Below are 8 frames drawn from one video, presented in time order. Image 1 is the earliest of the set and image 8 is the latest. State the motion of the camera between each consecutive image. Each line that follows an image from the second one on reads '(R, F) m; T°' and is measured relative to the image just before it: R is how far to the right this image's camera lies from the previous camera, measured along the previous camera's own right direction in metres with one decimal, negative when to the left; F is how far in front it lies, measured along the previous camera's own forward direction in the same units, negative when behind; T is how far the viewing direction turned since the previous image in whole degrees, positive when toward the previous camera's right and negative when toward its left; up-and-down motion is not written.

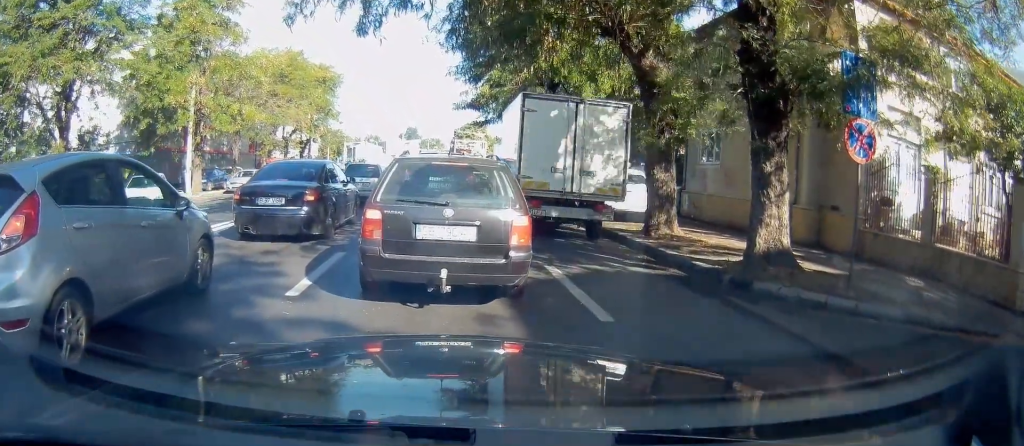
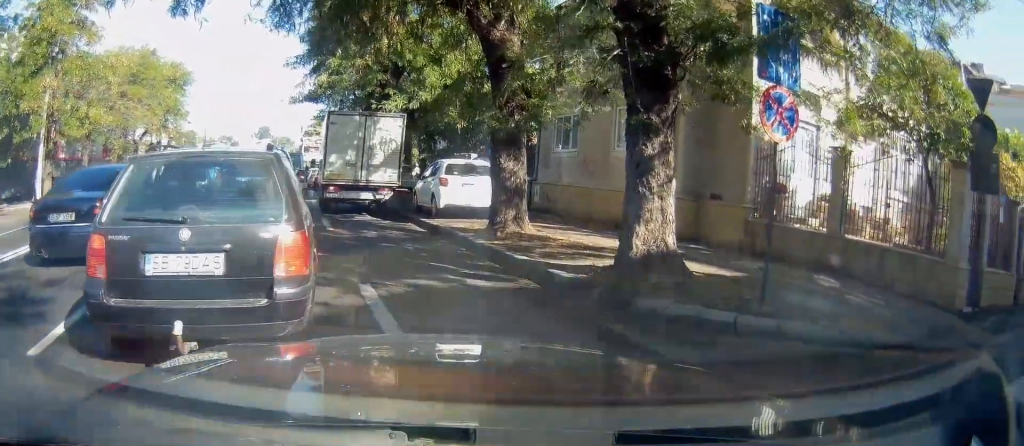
(+0.4, +1.1) m; 0°
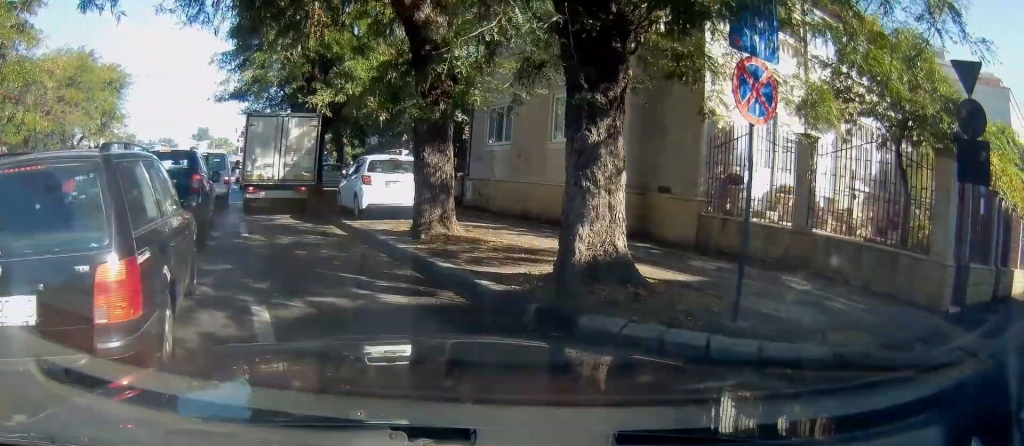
(+0.1, +0.6) m; 0°
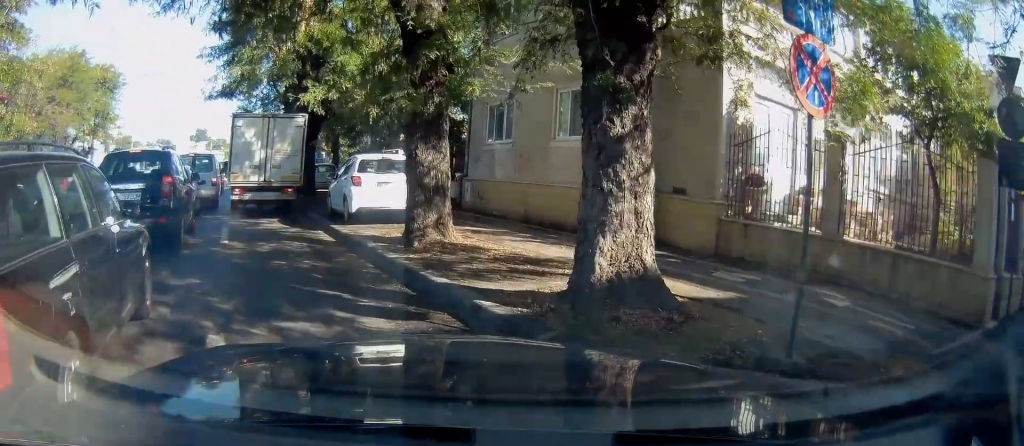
(+0.1, +0.5) m; 0°
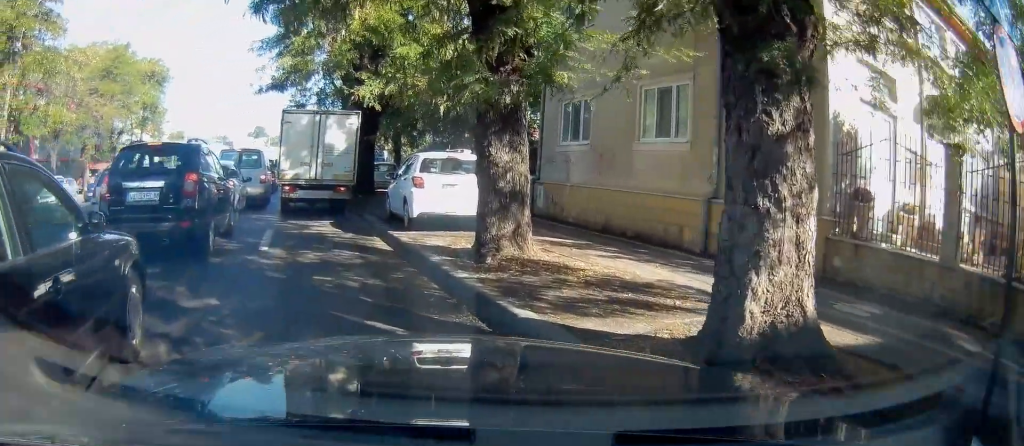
(+0.1, +0.8) m; 0°
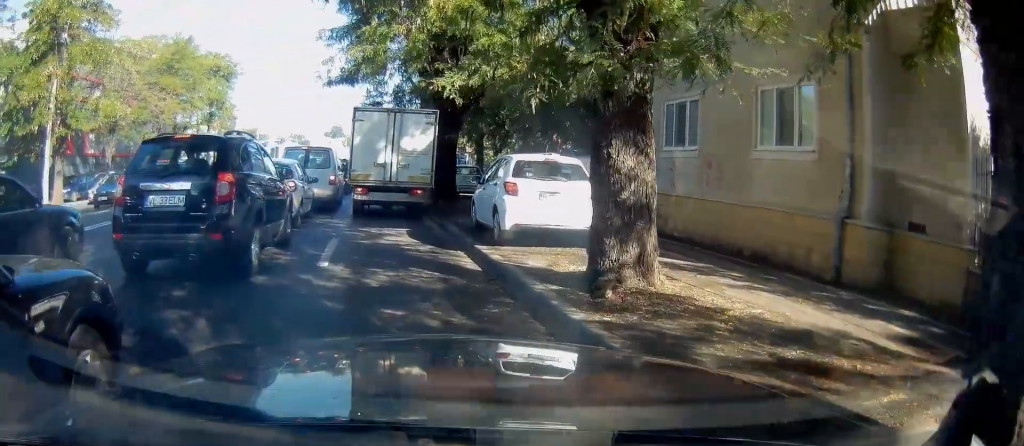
(-0.2, +1.3) m; -9°
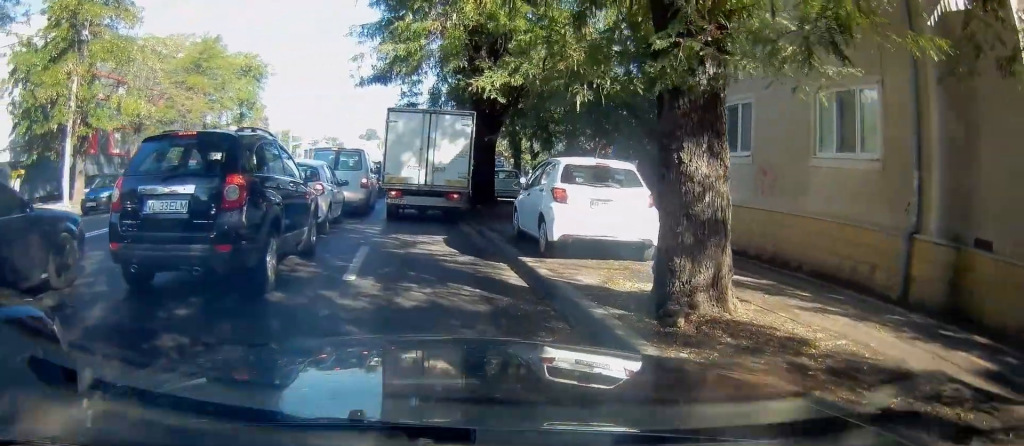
(-0.1, +0.7) m; -4°
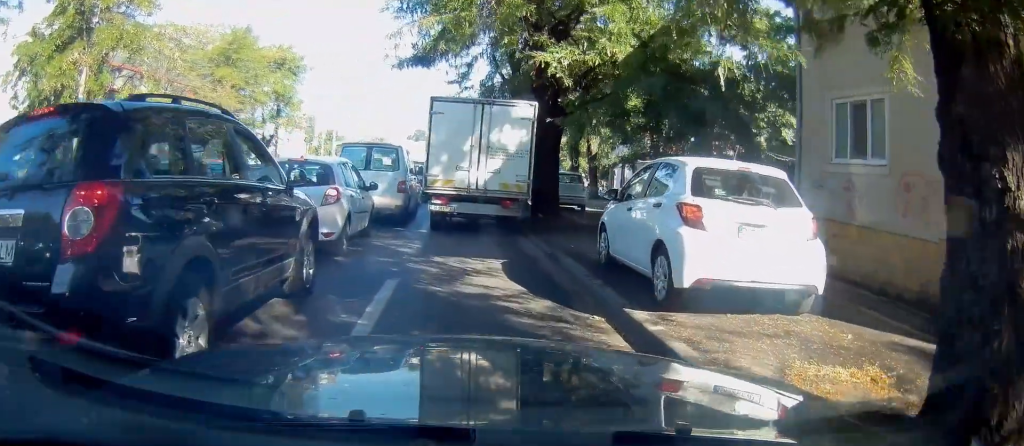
(0.0, +2.5) m; -1°
